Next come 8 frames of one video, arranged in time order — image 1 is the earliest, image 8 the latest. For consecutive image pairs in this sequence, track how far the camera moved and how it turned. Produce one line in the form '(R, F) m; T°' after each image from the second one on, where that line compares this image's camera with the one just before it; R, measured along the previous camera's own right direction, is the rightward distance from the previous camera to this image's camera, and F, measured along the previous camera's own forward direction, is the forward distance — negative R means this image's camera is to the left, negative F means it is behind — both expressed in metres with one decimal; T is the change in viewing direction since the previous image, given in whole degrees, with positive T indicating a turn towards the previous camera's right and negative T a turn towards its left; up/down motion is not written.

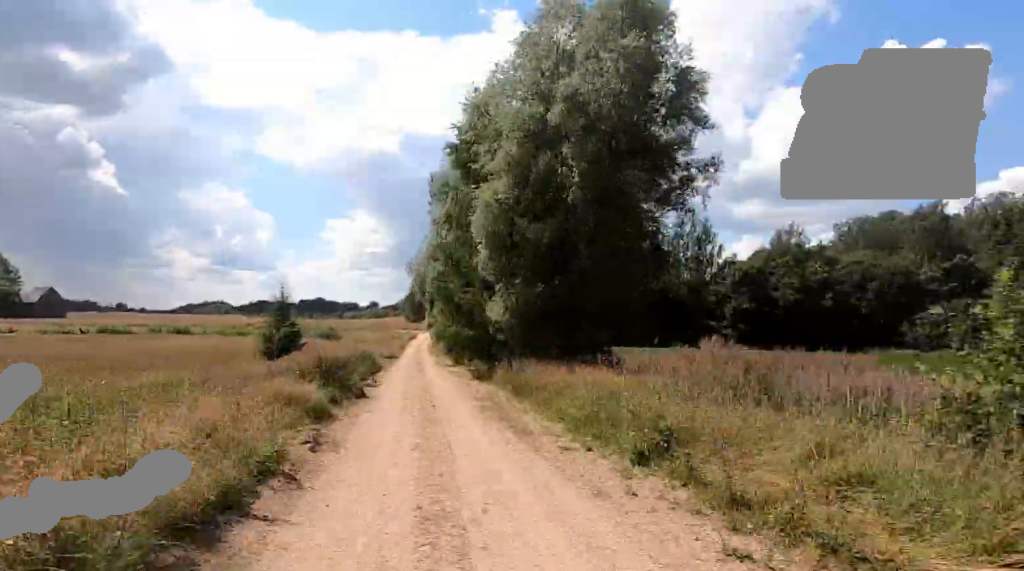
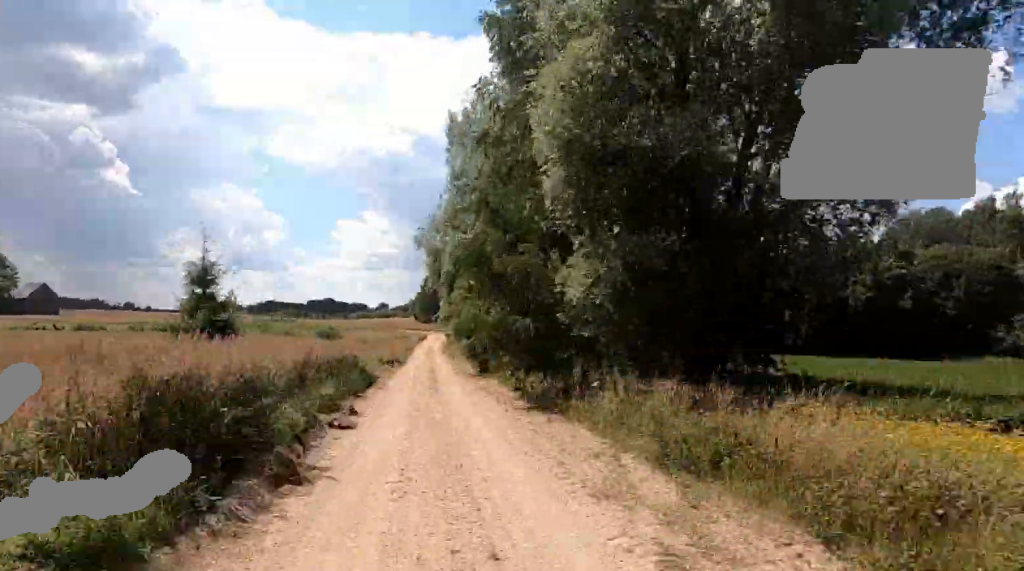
(0.0, +10.4) m; 0°
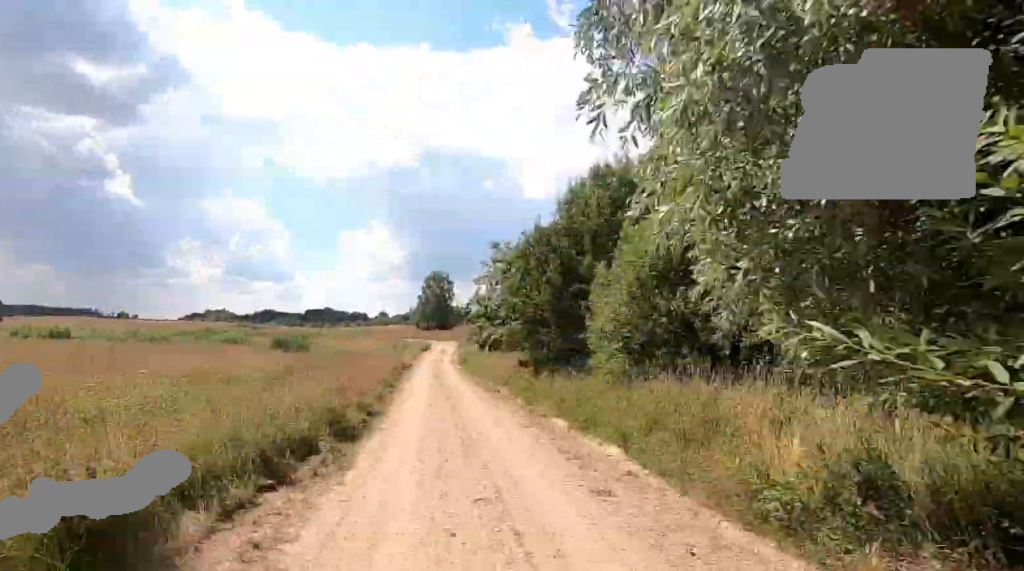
(0.0, +25.4) m; -1°
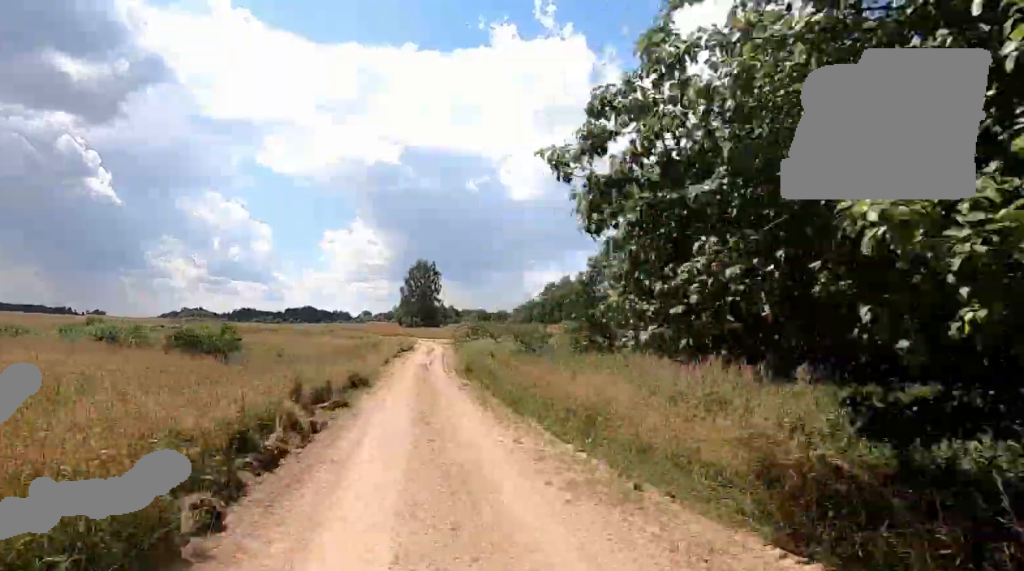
(-0.3, +18.7) m; -1°
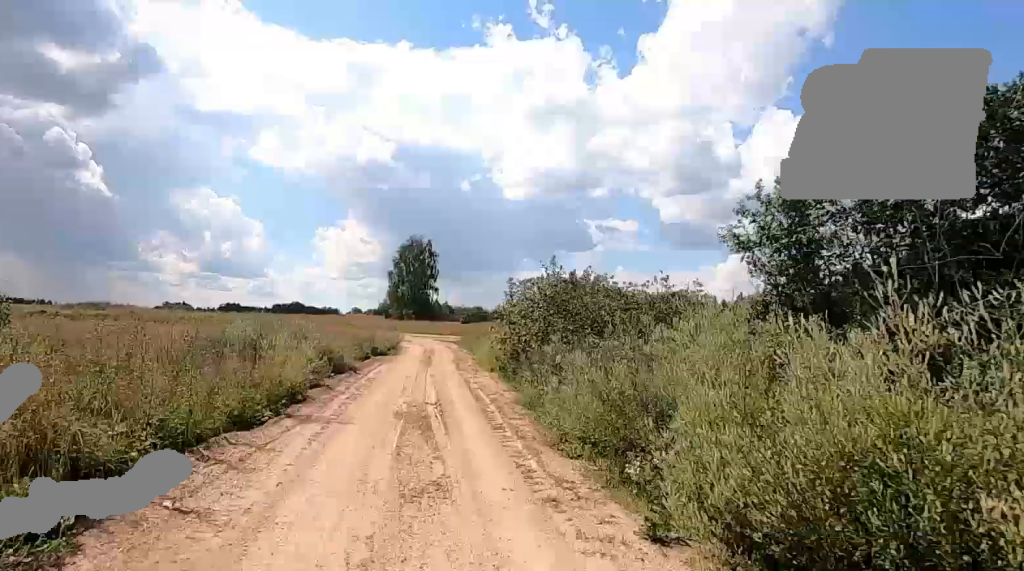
(-0.1, +23.6) m; +1°
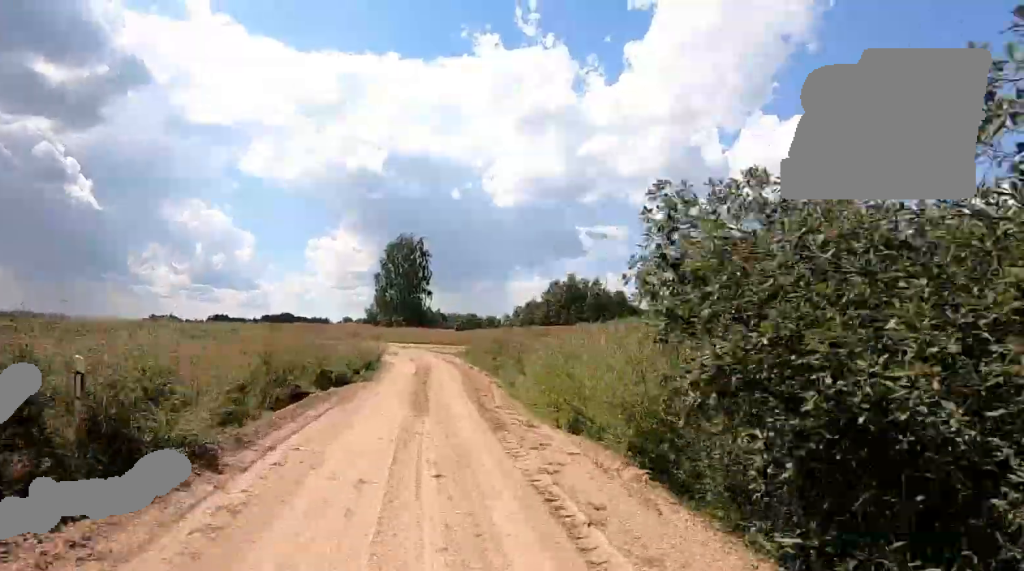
(-0.2, +11.2) m; +3°
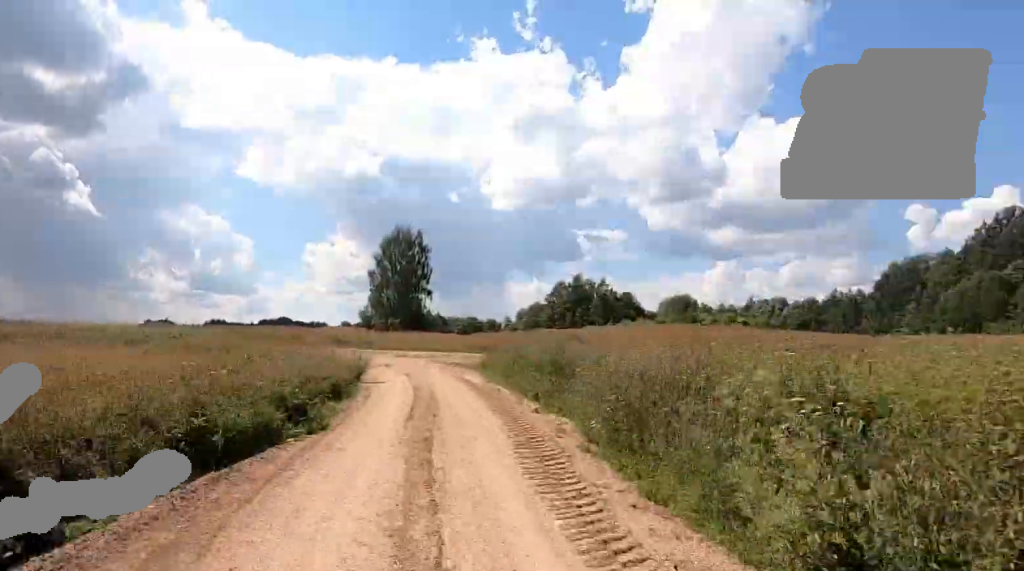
(+0.6, +7.5) m; +3°
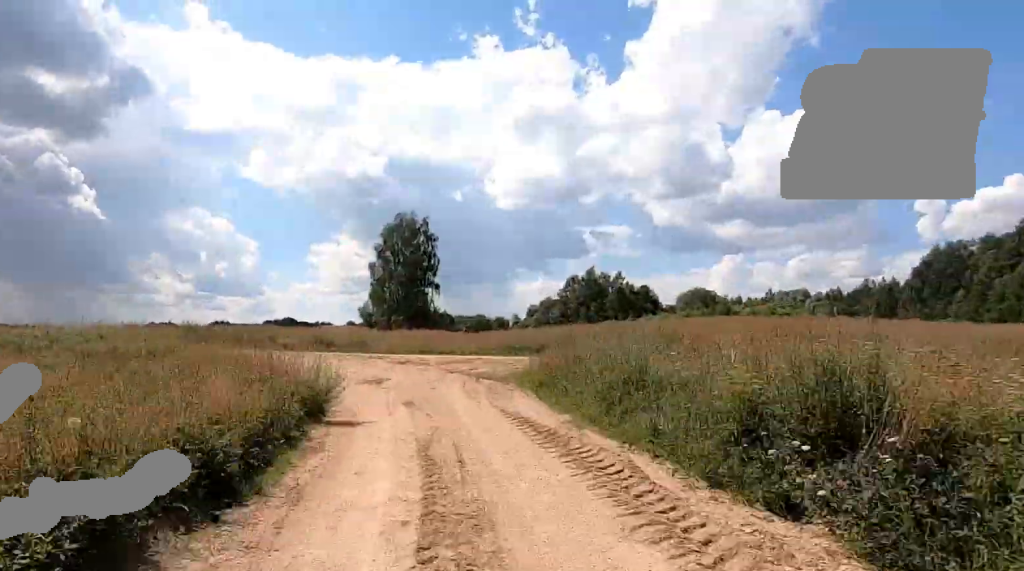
(+0.4, +8.4) m; +3°
